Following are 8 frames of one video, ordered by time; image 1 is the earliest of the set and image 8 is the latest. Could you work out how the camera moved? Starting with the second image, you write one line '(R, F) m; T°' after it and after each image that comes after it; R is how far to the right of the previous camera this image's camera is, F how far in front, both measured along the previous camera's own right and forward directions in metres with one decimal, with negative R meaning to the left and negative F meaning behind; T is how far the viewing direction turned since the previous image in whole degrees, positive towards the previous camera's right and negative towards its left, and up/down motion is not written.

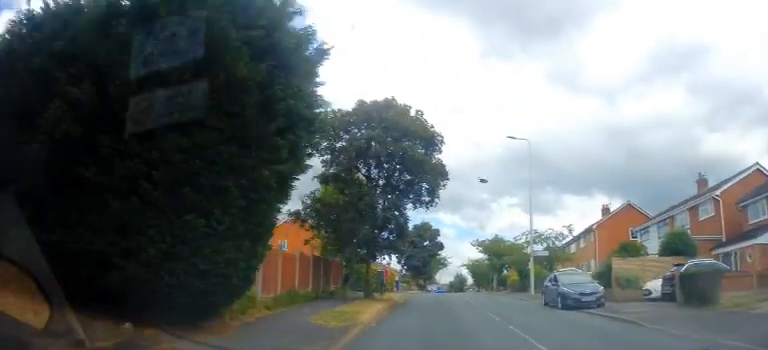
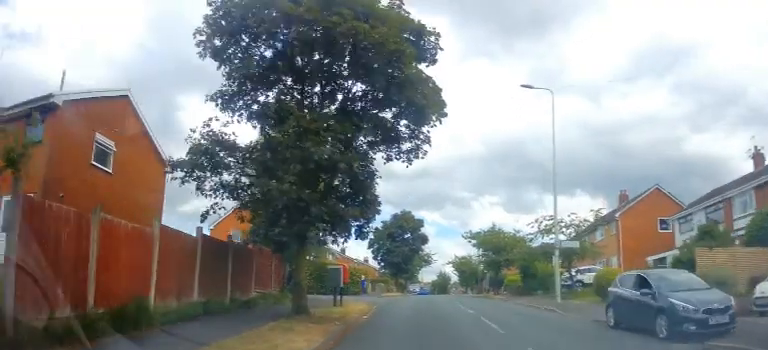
(+0.5, +8.9) m; +6°
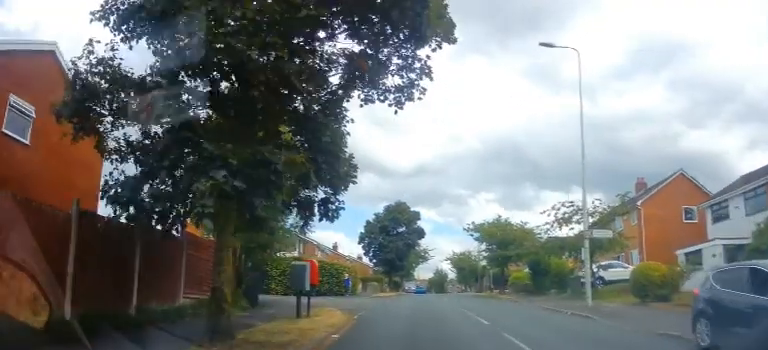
(+0.1, +4.3) m; +2°
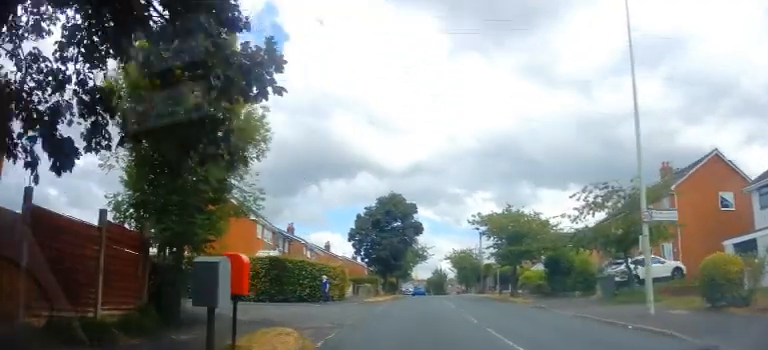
(0.0, +4.6) m; 0°
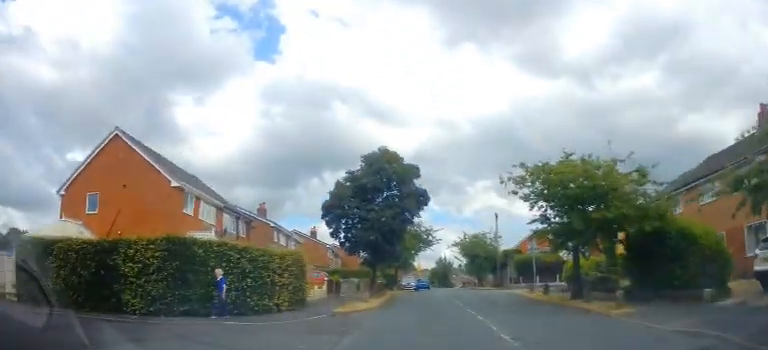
(-0.7, +11.3) m; -4°
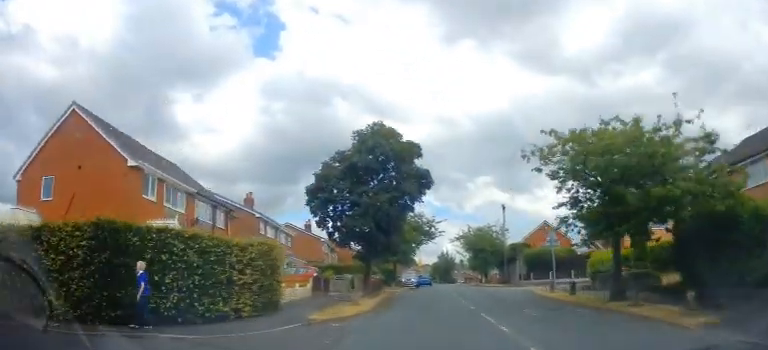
(+0.1, +4.0) m; +2°
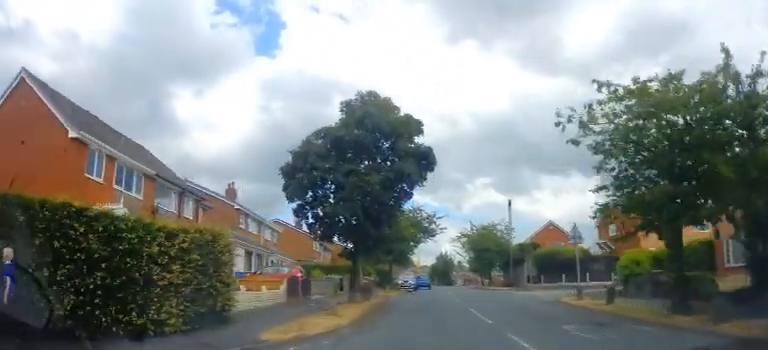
(+0.2, +3.7) m; +2°
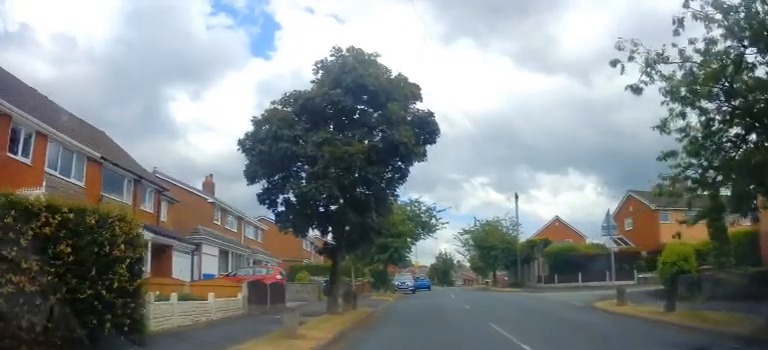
(0.0, +4.1) m; -2°
